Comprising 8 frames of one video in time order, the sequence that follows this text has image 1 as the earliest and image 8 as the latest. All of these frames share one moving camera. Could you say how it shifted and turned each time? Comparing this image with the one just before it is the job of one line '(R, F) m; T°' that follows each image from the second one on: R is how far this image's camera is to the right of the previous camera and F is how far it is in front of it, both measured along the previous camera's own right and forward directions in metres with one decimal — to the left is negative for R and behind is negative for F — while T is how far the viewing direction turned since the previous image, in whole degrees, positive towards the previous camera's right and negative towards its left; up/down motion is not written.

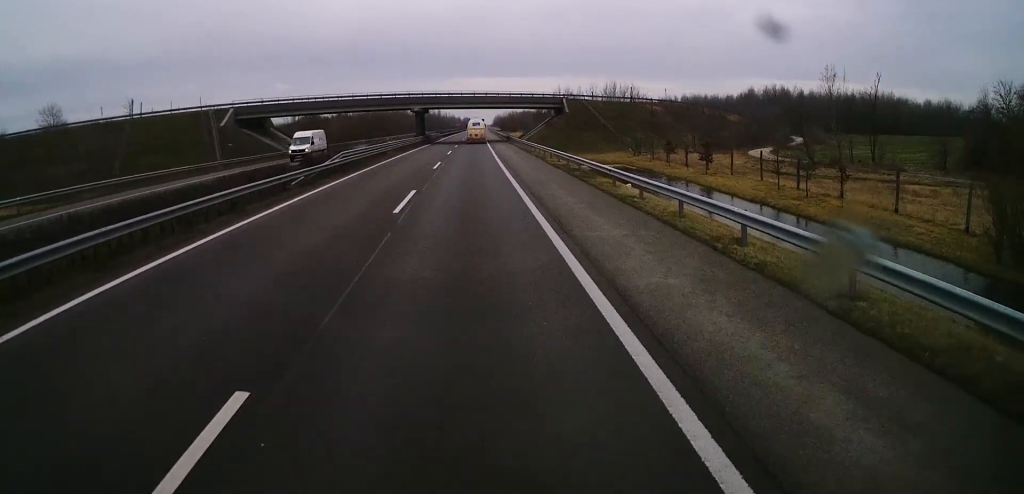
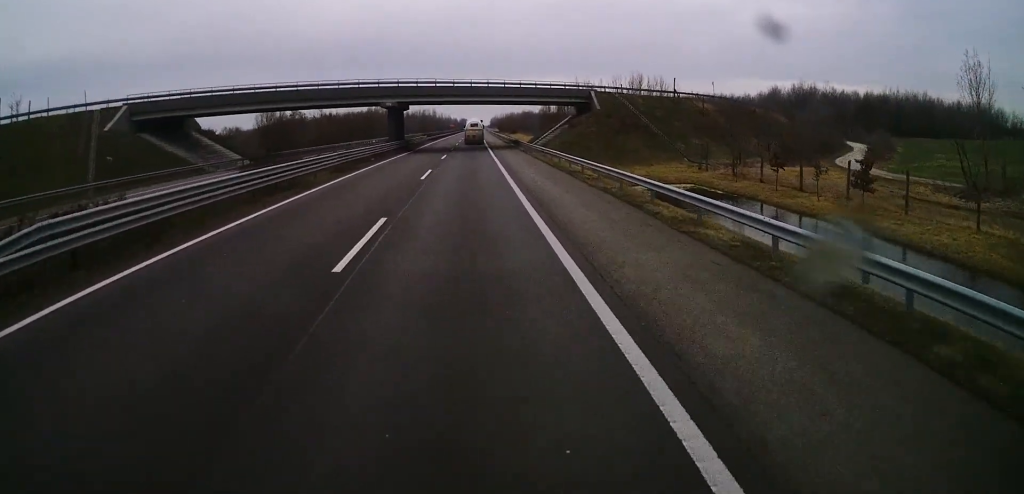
(-0.2, +25.5) m; 0°
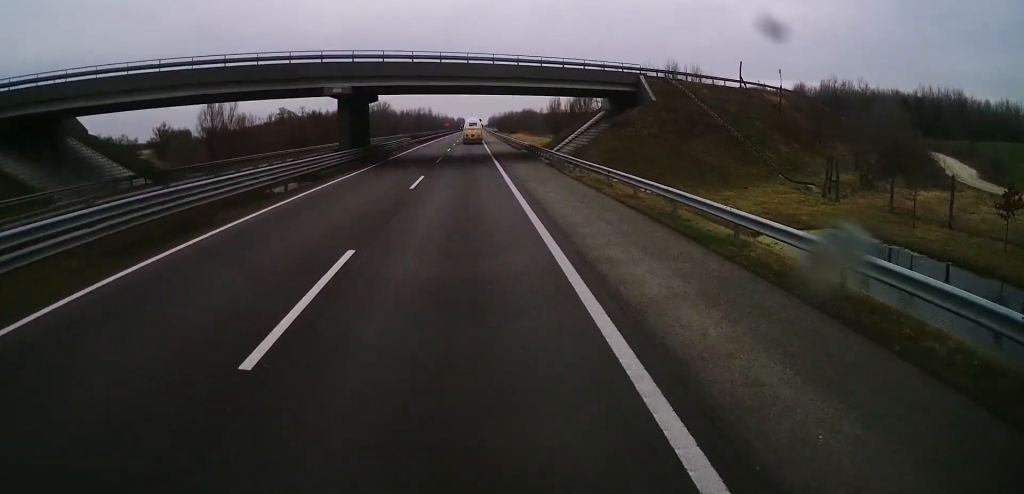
(+0.1, +22.4) m; +1°
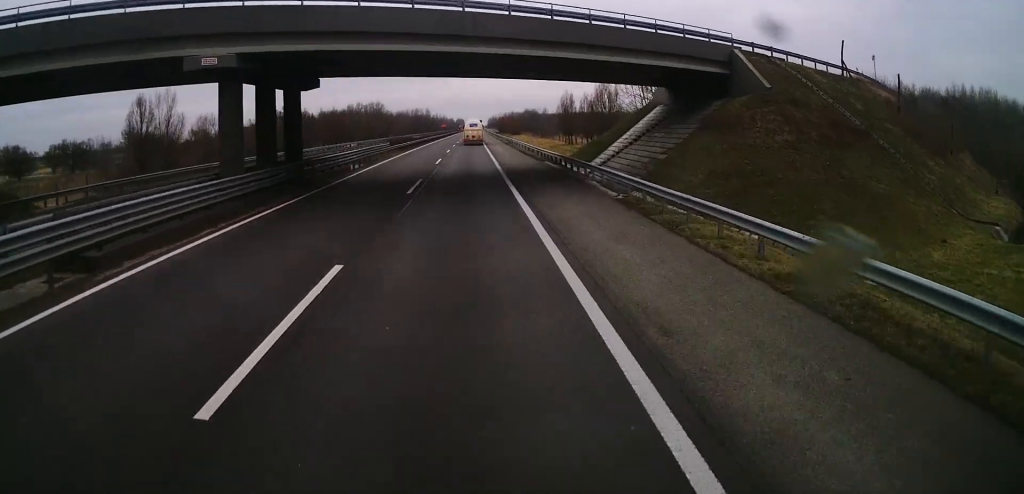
(+0.2, +19.3) m; +1°
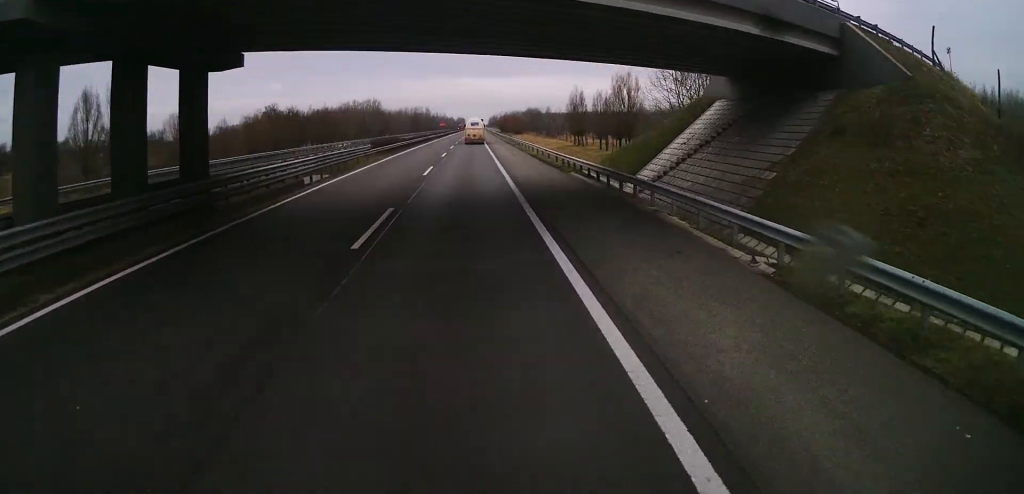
(+0.2, +10.8) m; 0°
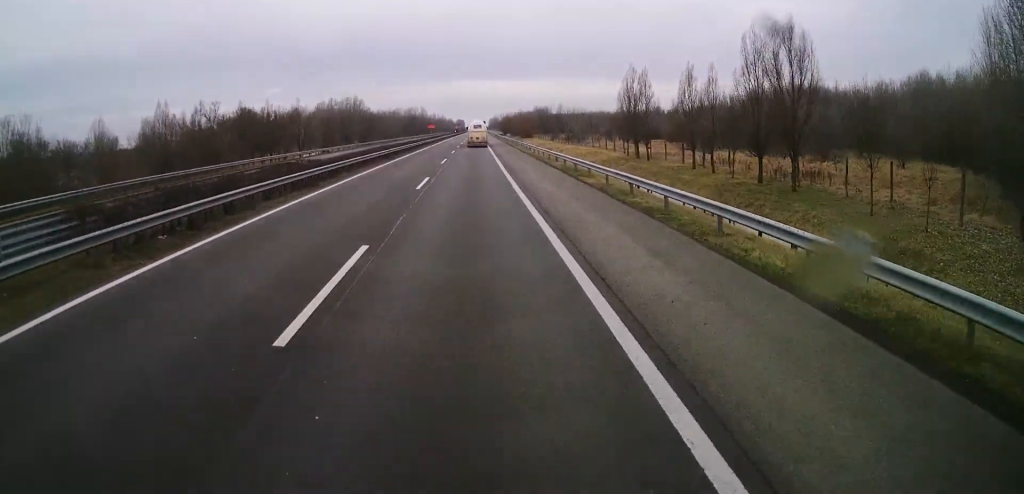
(-0.8, +41.5) m; -1°
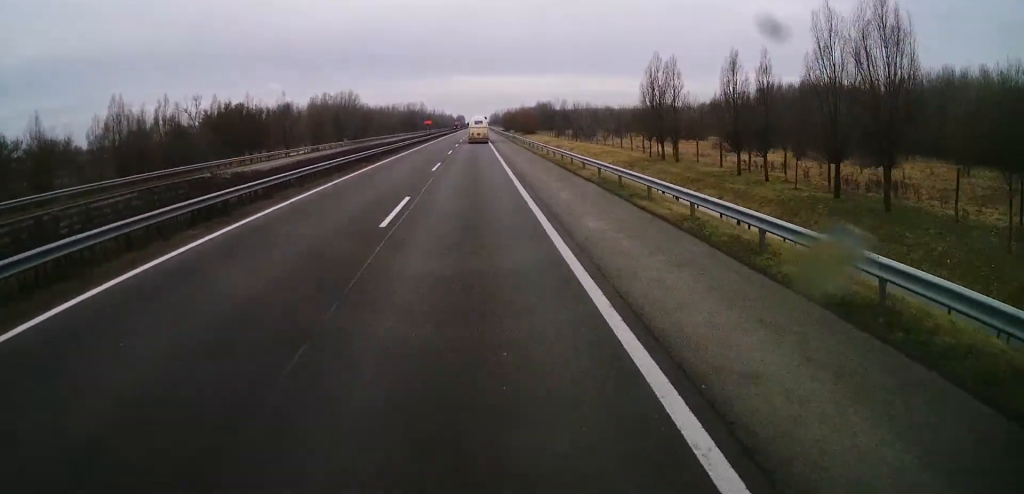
(0.0, +10.0) m; 0°
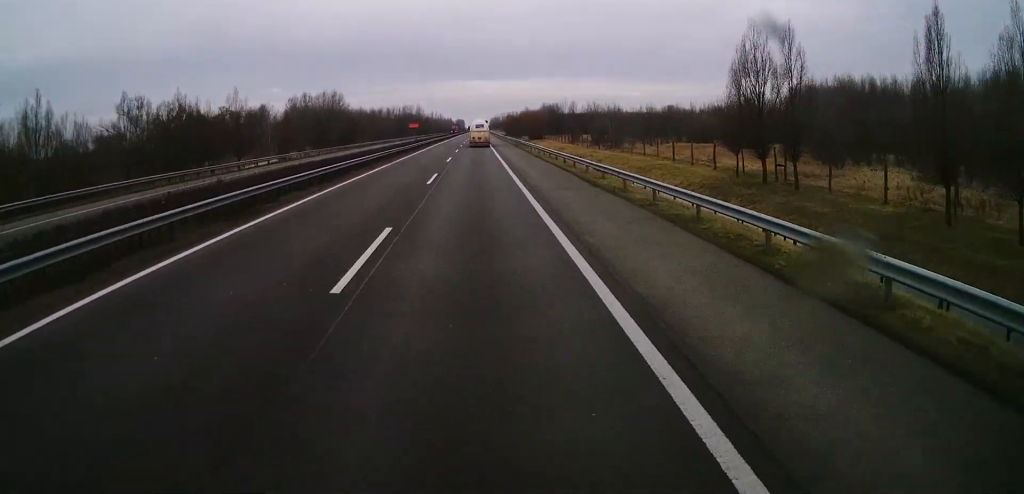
(+0.2, +23.7) m; +1°
